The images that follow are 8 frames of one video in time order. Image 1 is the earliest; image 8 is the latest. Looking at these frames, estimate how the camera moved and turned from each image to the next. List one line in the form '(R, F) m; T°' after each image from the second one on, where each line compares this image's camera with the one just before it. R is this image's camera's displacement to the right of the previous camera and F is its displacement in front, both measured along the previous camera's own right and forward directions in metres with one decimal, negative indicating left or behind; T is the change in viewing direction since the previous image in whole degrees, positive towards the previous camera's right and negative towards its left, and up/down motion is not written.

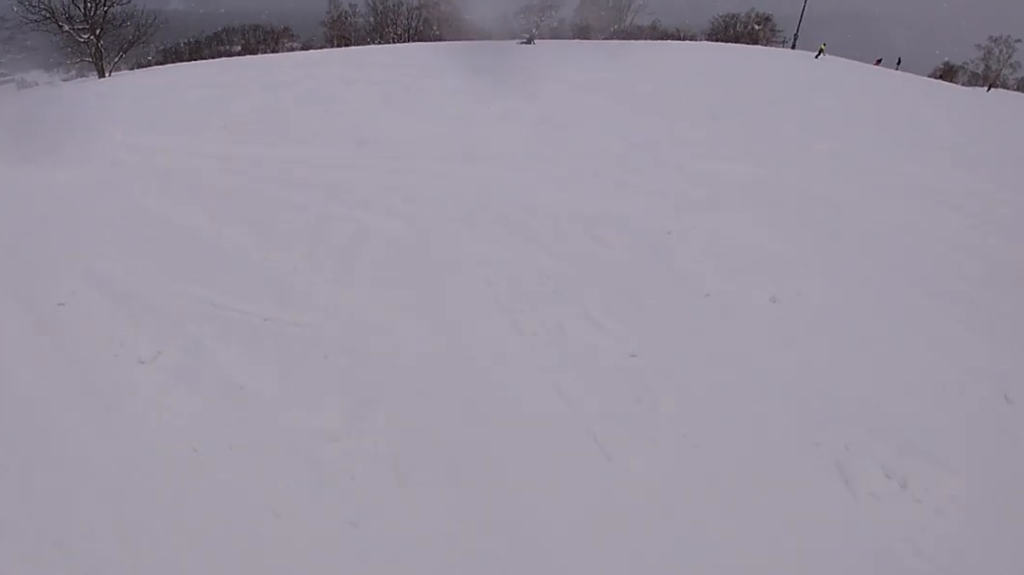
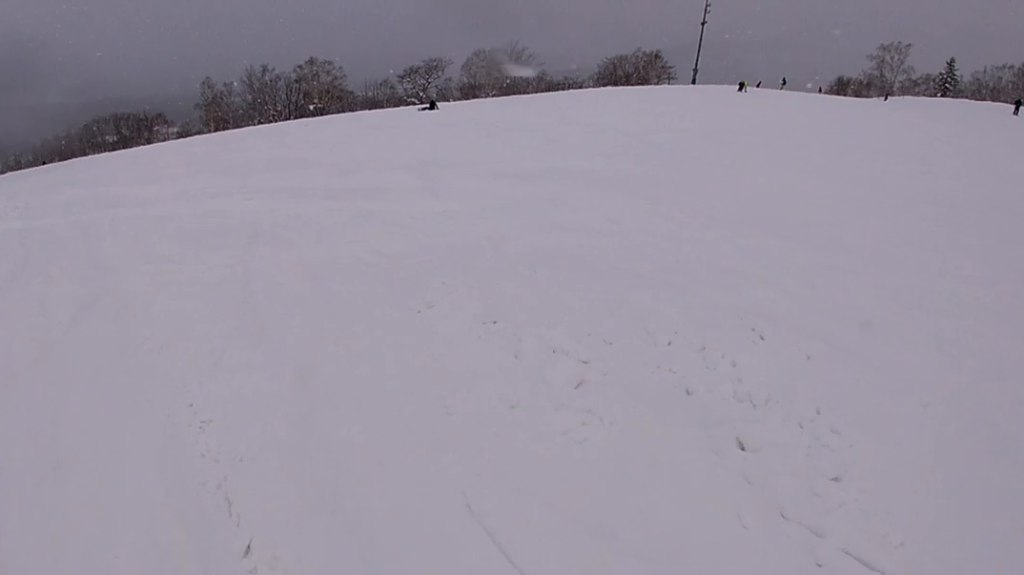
(+0.9, +9.2) m; +10°
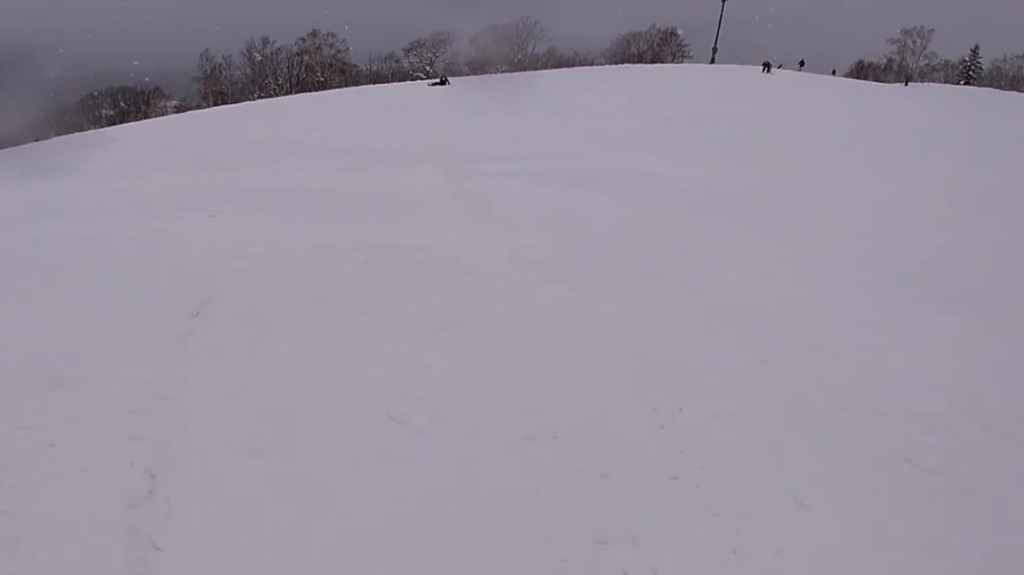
(0.0, +3.1) m; +3°
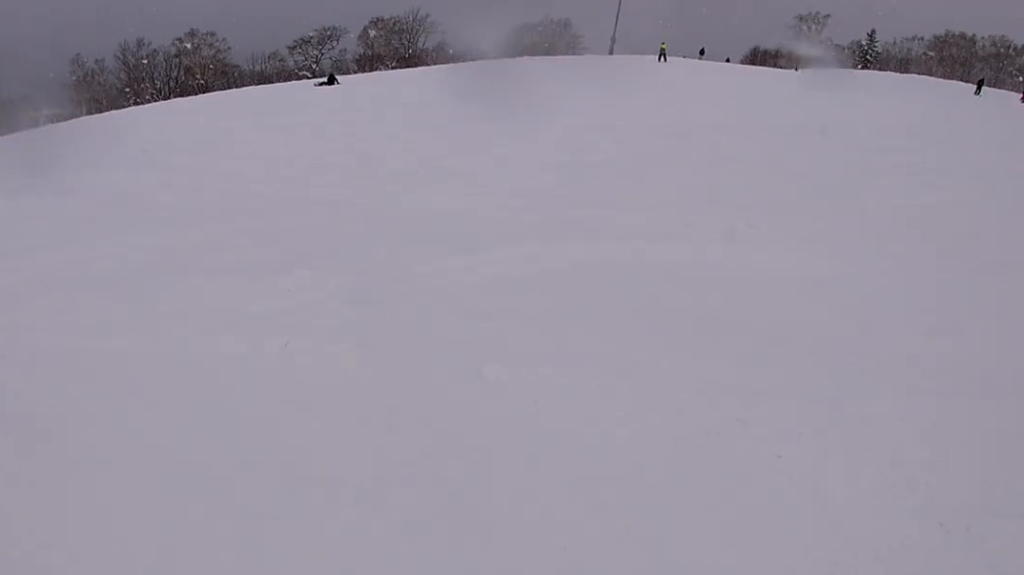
(+0.3, +5.2) m; +1°
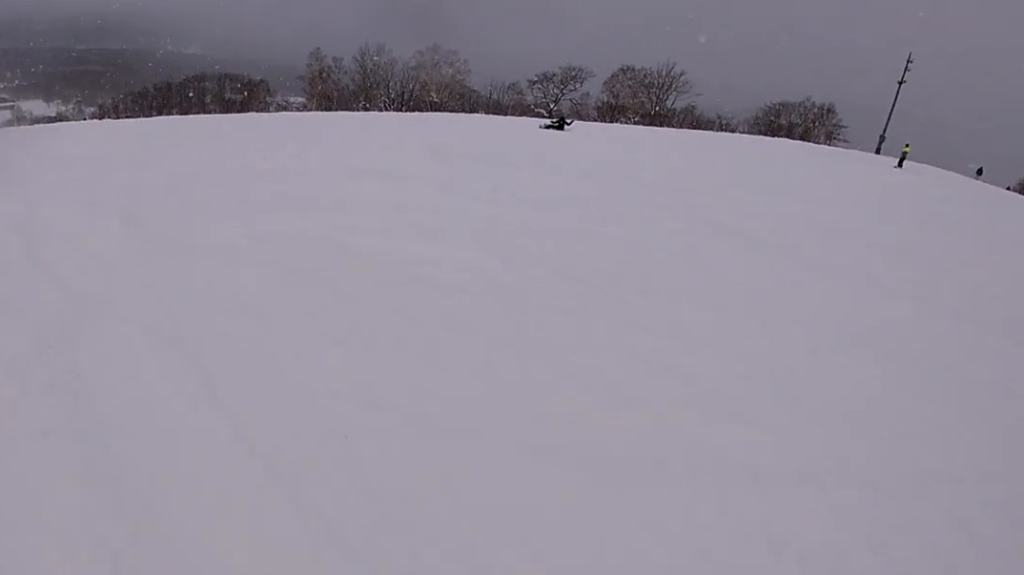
(-0.7, +6.3) m; -13°
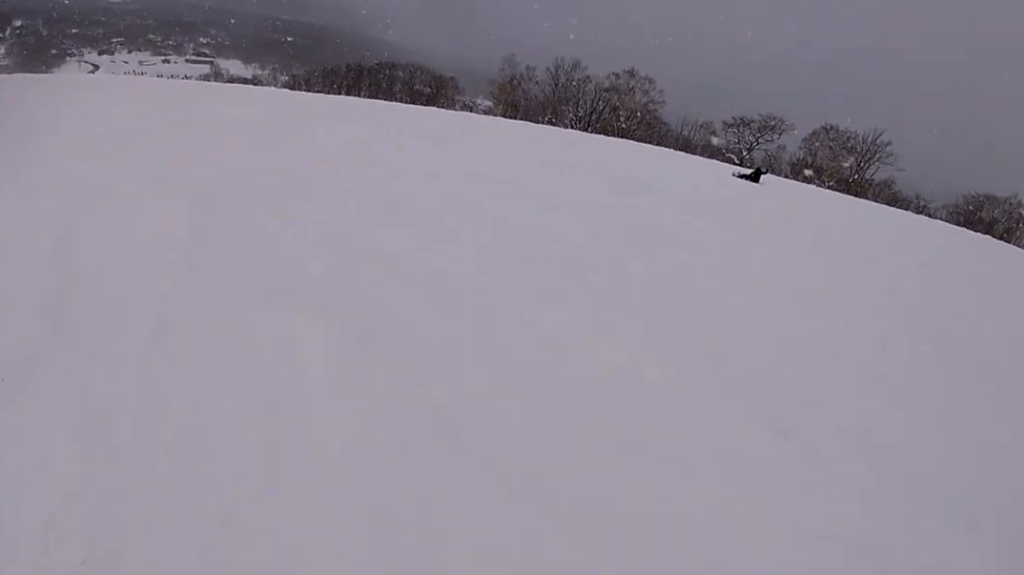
(-0.1, +2.1) m; -4°
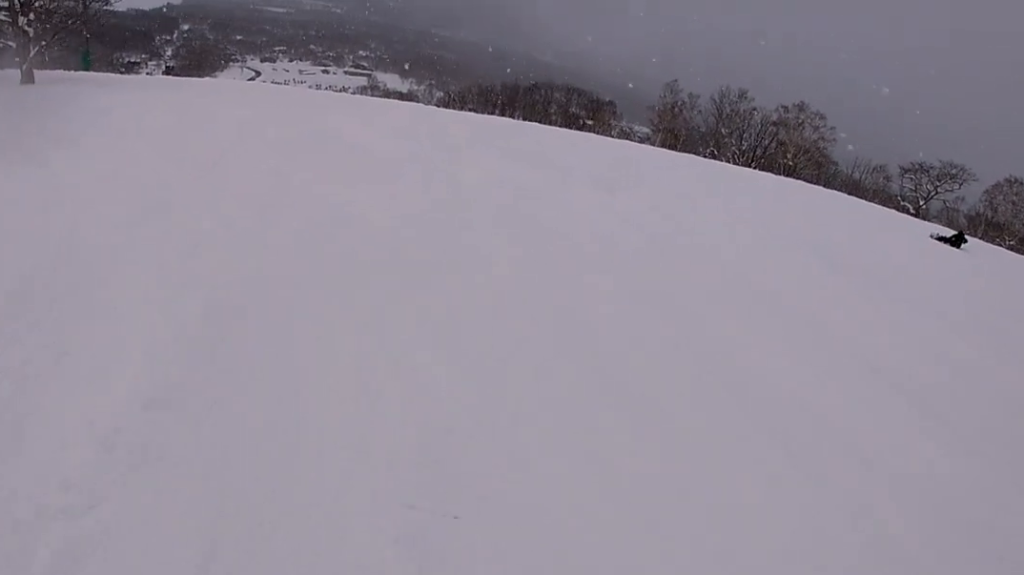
(-0.2, +3.2) m; -5°
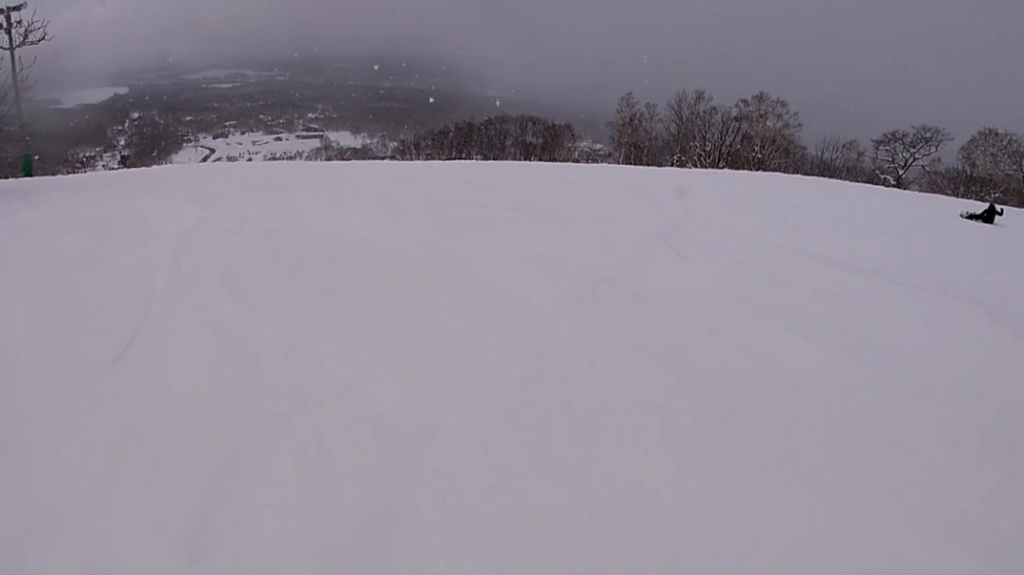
(-0.2, +3.5) m; -6°
